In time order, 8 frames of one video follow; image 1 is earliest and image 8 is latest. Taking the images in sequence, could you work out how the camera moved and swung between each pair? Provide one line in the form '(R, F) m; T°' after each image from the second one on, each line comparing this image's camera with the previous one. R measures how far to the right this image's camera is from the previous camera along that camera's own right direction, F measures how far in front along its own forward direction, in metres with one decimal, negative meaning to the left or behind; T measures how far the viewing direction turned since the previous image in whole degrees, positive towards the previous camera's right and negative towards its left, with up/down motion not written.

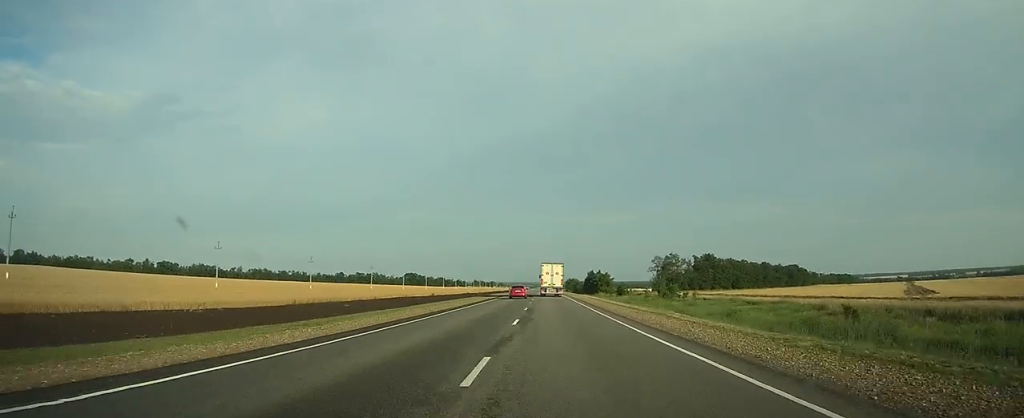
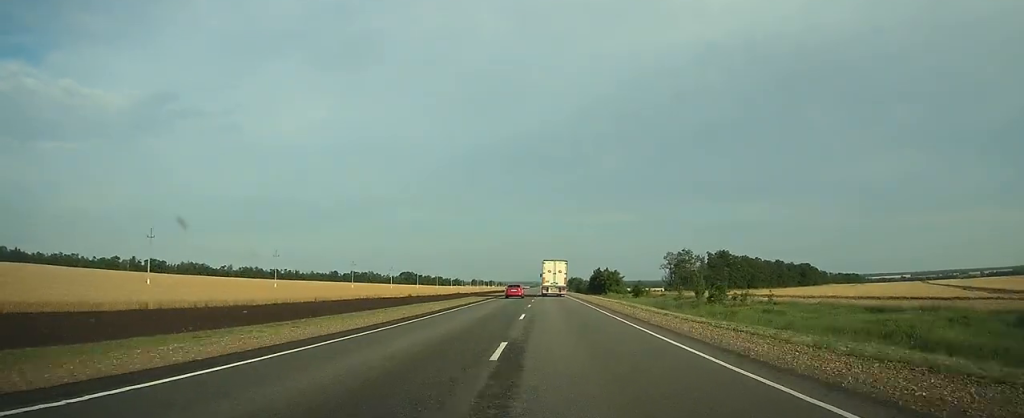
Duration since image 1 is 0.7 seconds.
(0.0, +17.2) m; 0°
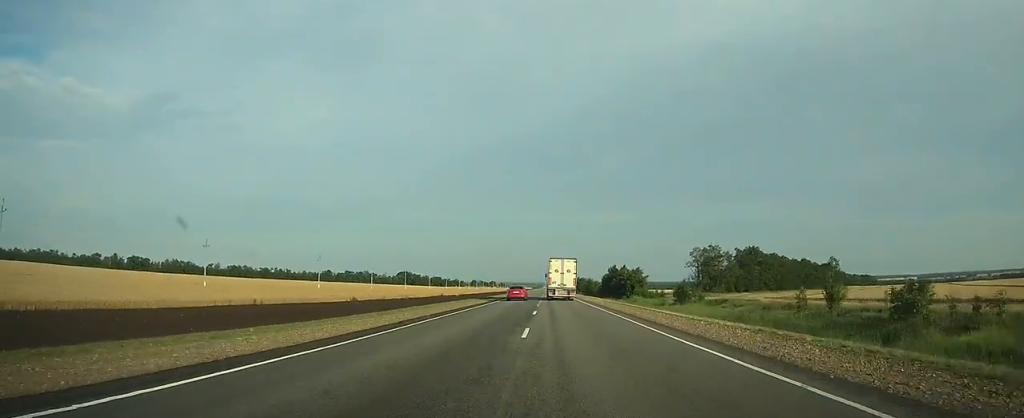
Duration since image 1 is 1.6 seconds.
(0.0, +25.5) m; 0°
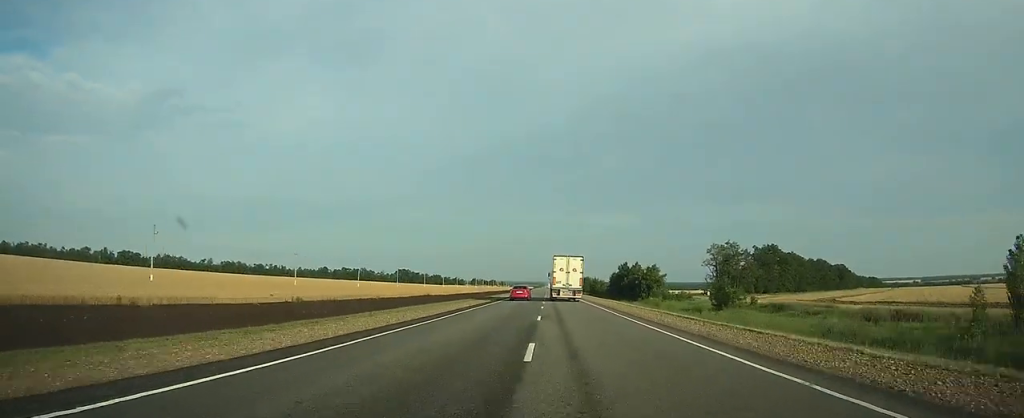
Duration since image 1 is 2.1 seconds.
(0.0, +14.7) m; 0°
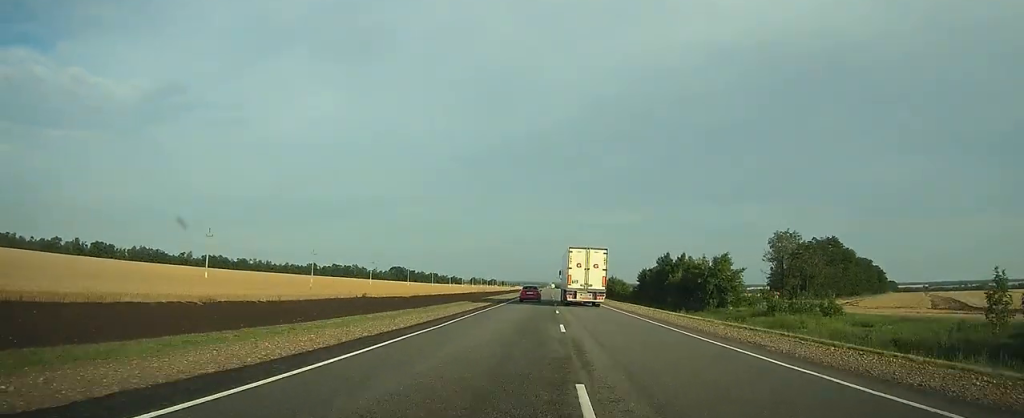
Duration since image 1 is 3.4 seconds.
(-0.1, +41.1) m; 0°
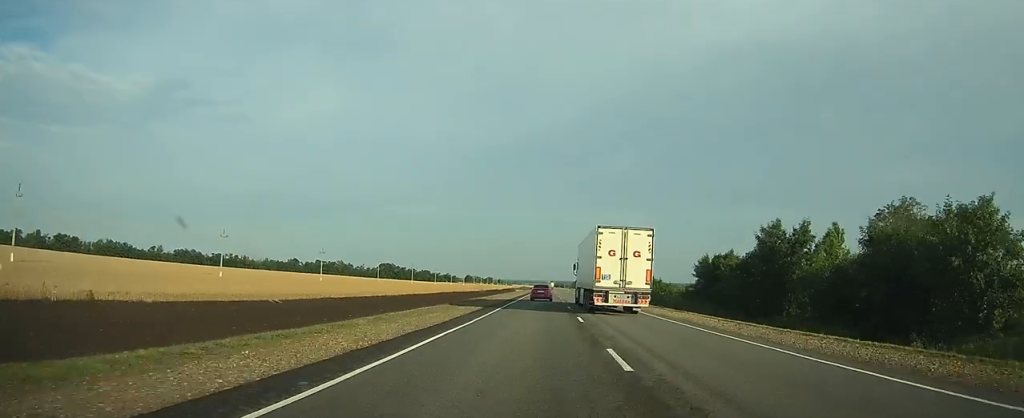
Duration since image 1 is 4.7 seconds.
(0.0, +50.4) m; 0°
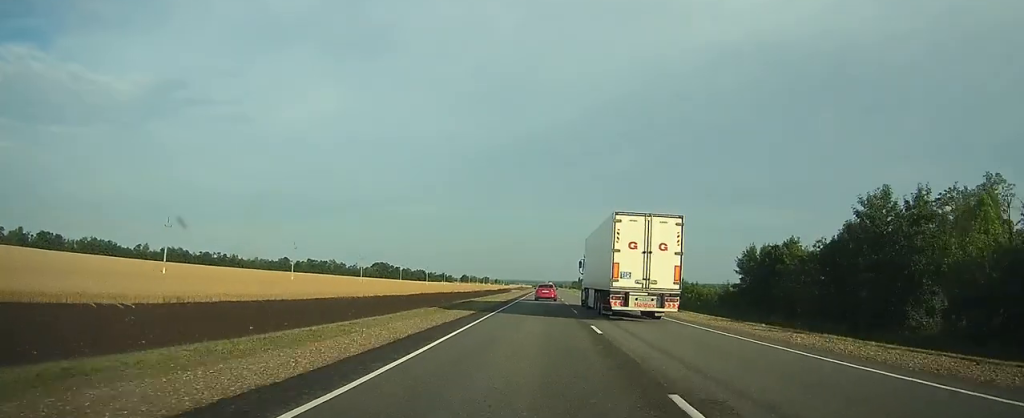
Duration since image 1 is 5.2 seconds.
(0.0, +20.2) m; 0°
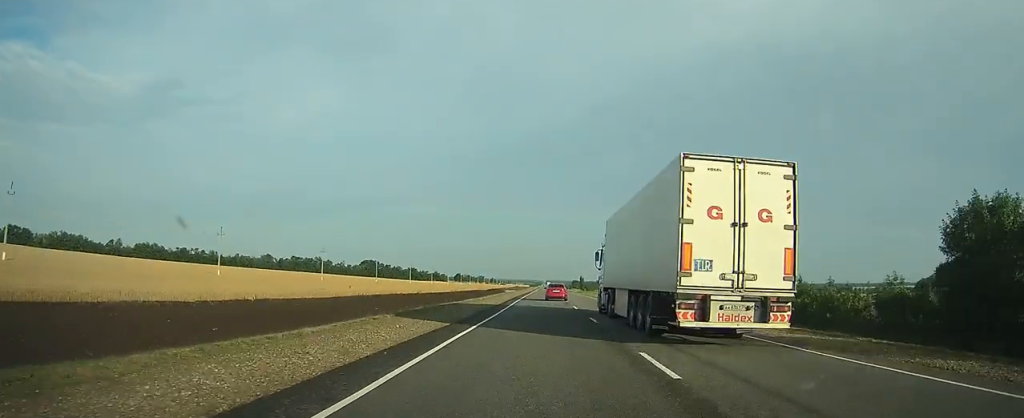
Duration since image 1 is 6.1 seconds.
(0.0, +36.8) m; 0°
